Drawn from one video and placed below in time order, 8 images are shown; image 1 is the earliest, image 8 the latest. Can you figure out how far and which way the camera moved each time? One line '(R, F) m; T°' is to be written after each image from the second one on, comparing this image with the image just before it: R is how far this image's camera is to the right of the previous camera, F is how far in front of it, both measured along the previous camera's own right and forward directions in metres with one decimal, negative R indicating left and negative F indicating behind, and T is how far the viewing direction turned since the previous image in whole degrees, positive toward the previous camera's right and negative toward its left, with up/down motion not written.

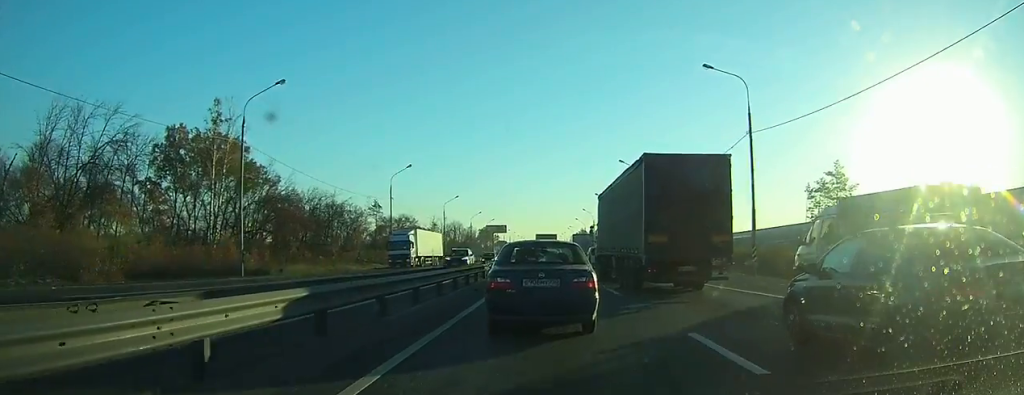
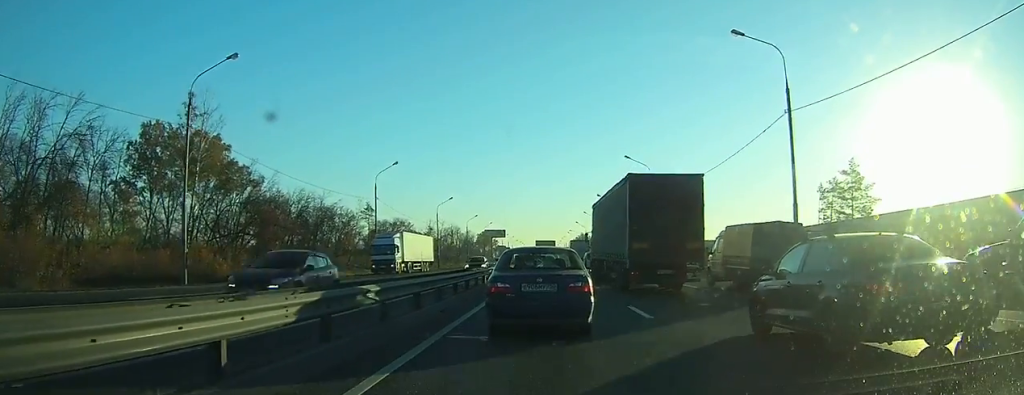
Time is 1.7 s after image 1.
(0.0, +7.4) m; -3°
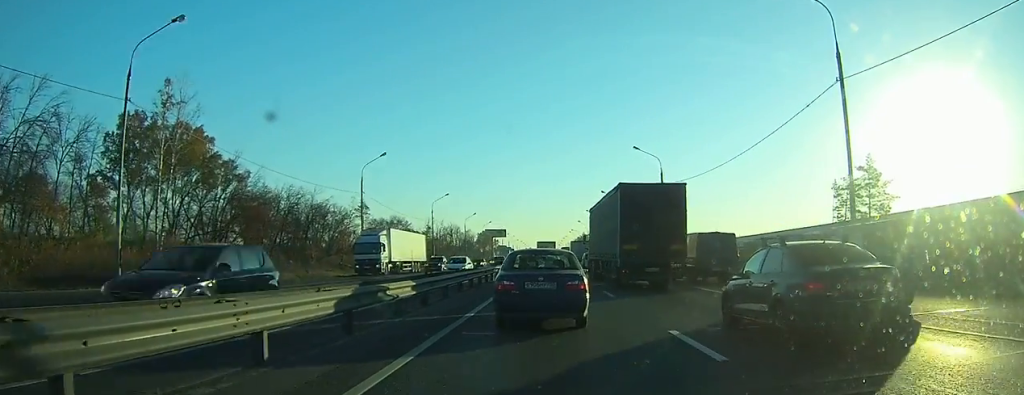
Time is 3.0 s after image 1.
(-0.3, +6.2) m; -2°
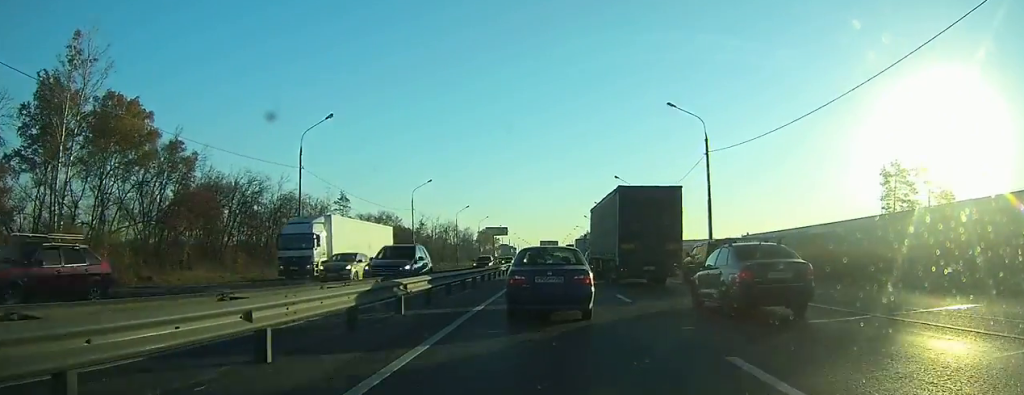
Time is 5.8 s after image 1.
(-0.2, +14.1) m; 0°
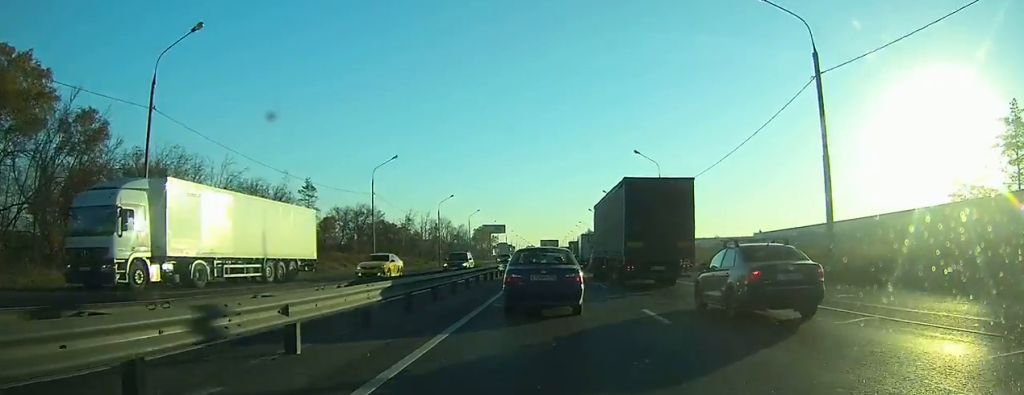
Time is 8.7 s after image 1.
(0.0, +16.9) m; 0°
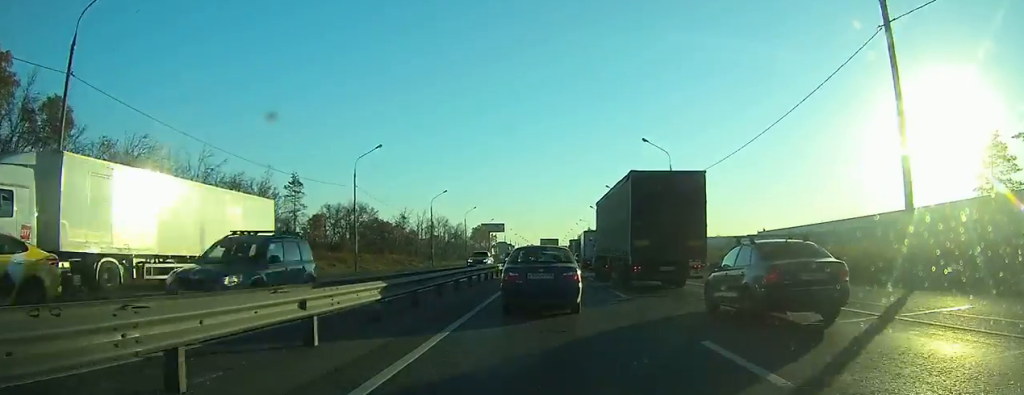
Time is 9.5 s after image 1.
(0.0, +5.6) m; 0°
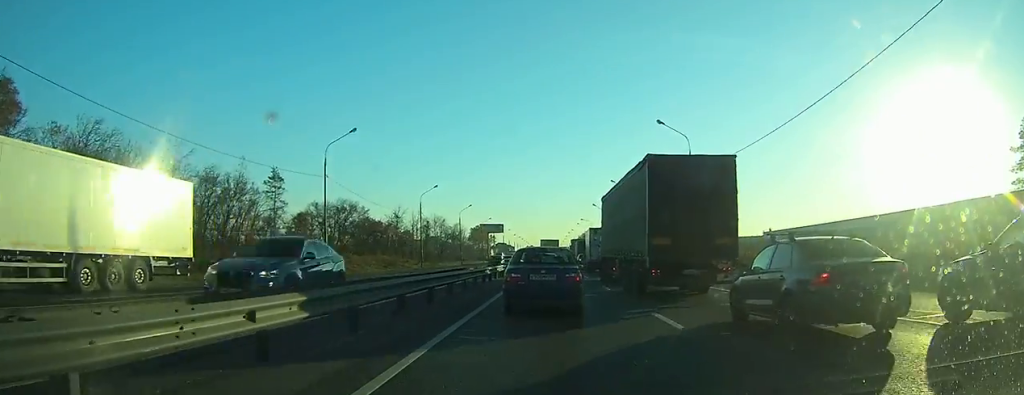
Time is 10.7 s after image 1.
(0.0, +7.6) m; 0°
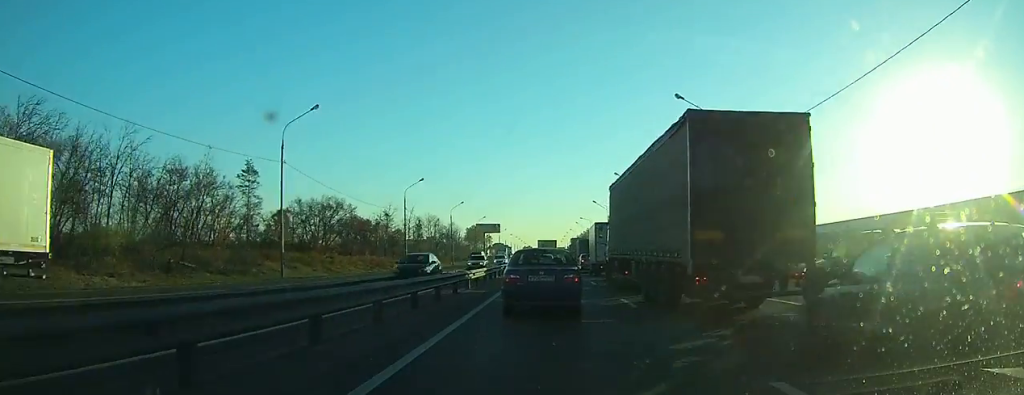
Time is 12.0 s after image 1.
(+0.1, +8.0) m; 0°
